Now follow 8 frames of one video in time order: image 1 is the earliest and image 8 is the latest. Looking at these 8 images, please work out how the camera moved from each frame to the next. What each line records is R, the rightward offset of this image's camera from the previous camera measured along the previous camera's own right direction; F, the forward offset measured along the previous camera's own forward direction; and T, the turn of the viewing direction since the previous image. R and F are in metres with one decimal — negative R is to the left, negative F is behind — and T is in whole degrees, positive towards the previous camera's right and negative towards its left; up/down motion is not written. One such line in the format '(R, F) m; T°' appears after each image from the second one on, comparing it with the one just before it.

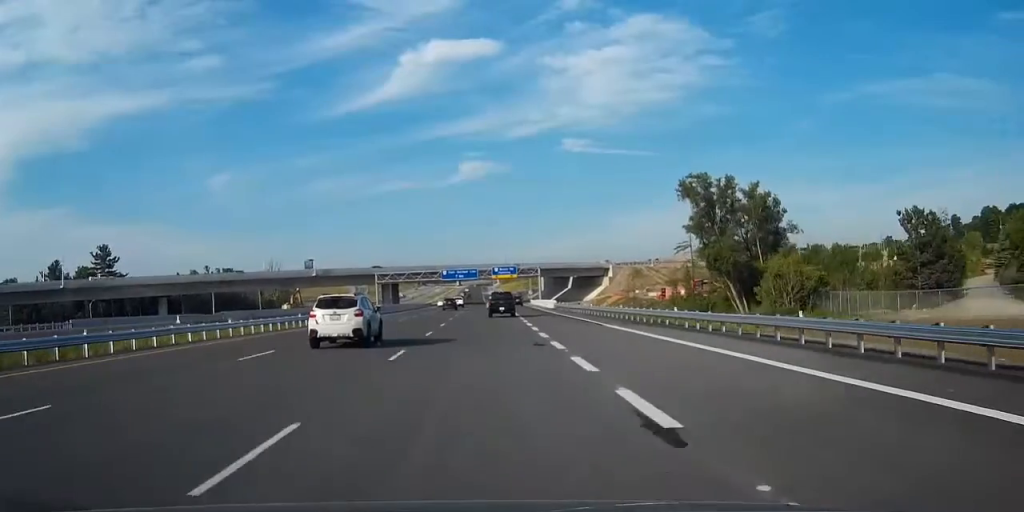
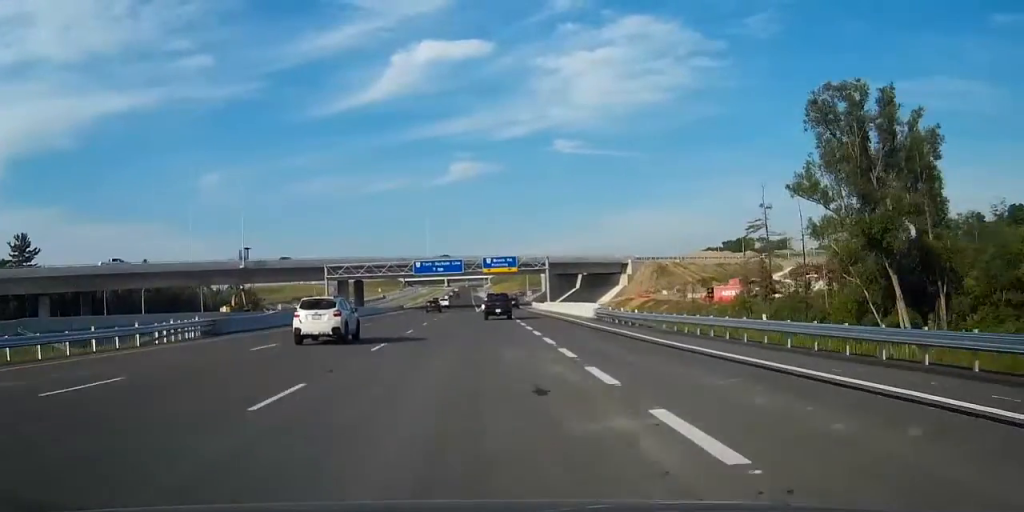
(+0.2, +43.6) m; +1°
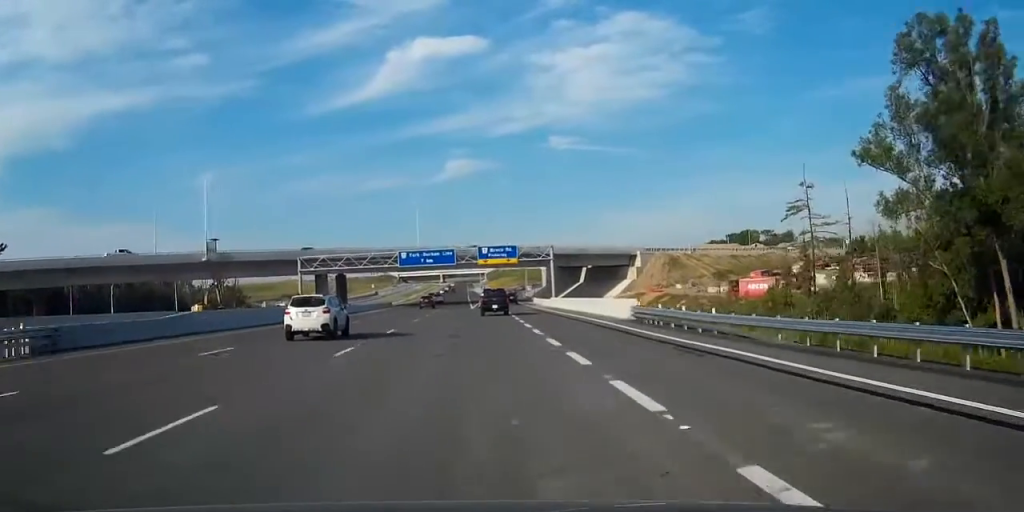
(0.0, +15.1) m; 0°
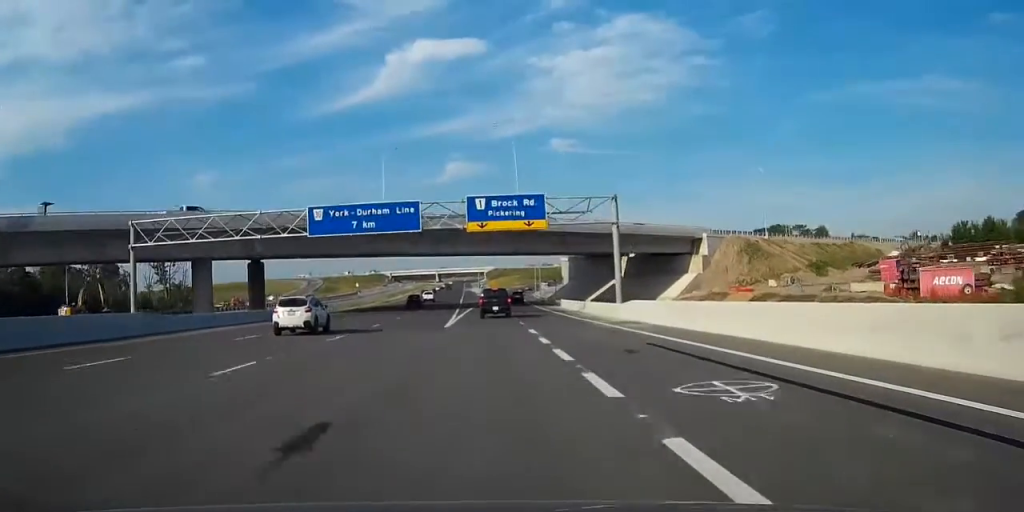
(+0.1, +51.7) m; 0°
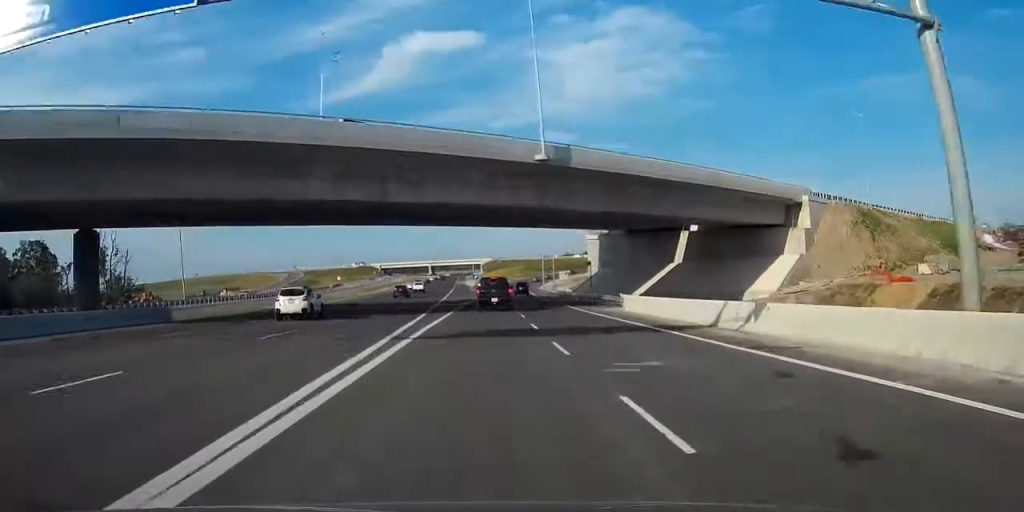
(+0.1, +38.8) m; 0°
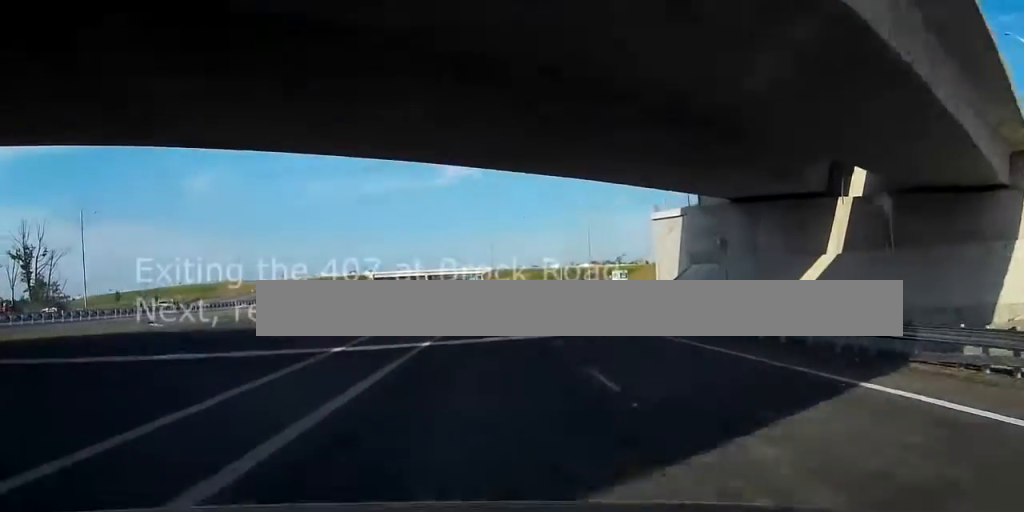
(+0.1, +39.1) m; 0°
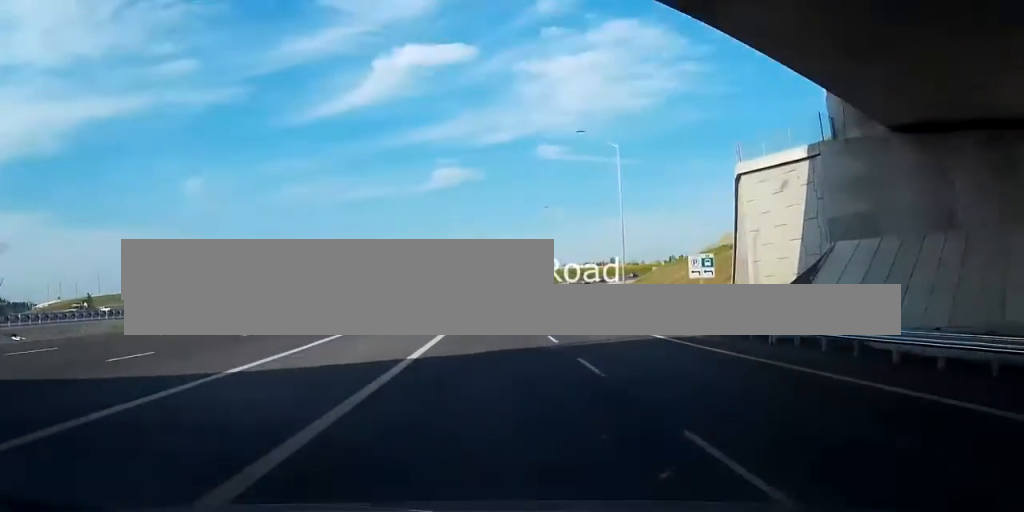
(0.0, +23.8) m; 0°
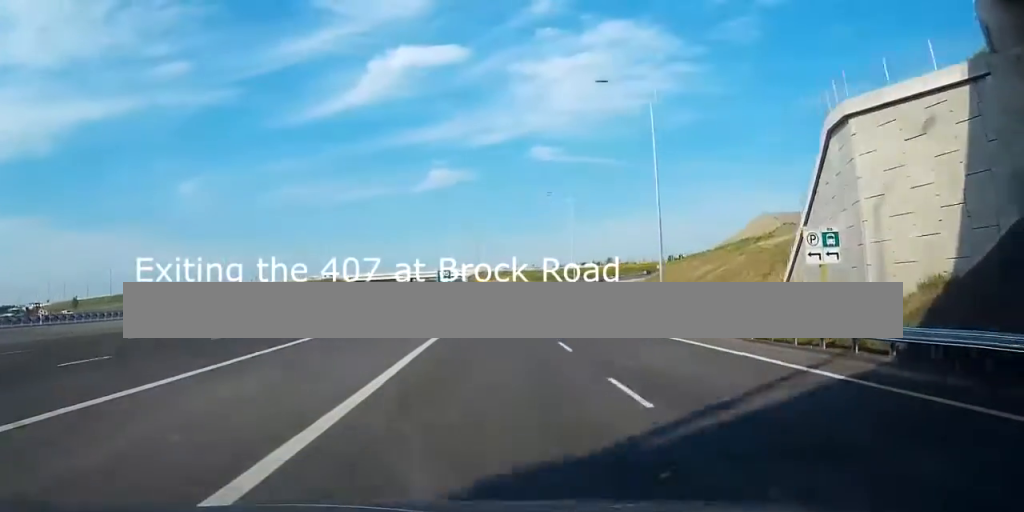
(0.0, +12.9) m; 0°
